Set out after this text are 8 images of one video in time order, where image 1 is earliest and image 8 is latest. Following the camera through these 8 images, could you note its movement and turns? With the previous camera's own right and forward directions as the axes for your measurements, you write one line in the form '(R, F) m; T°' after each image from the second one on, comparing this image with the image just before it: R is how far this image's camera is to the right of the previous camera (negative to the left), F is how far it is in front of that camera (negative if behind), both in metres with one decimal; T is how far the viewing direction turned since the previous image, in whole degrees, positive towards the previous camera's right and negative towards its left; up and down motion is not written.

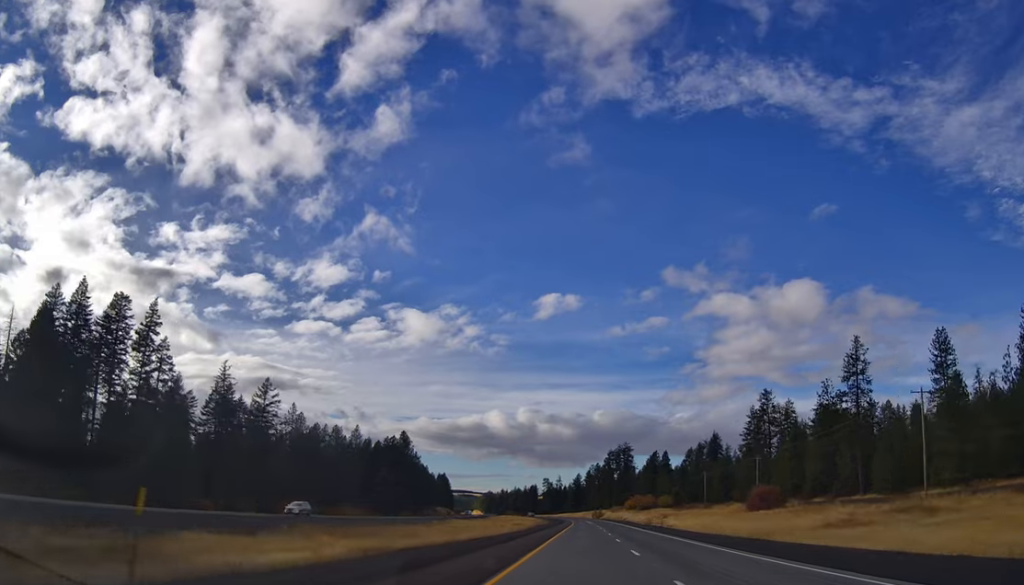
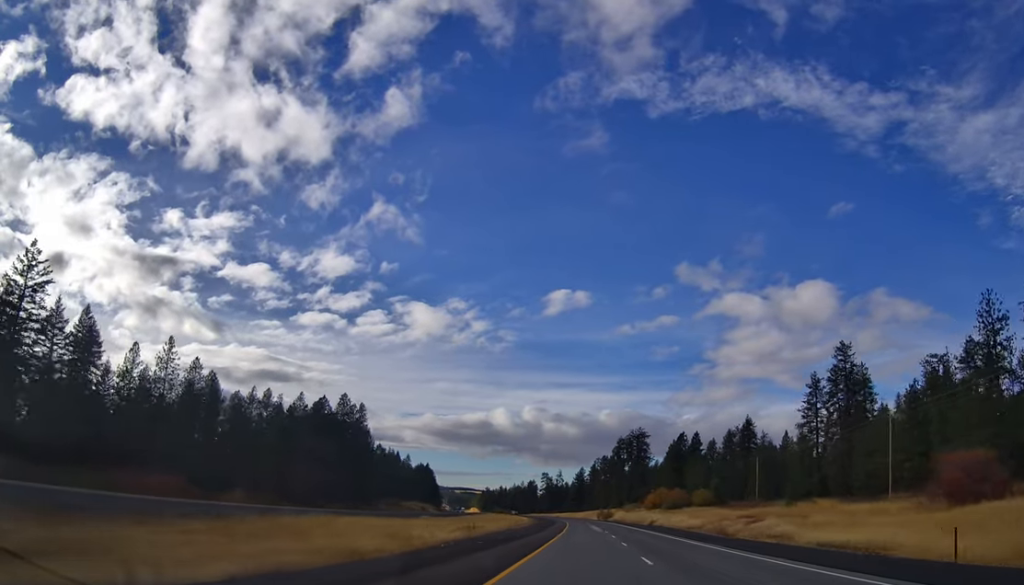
(+0.3, +64.6) m; 0°
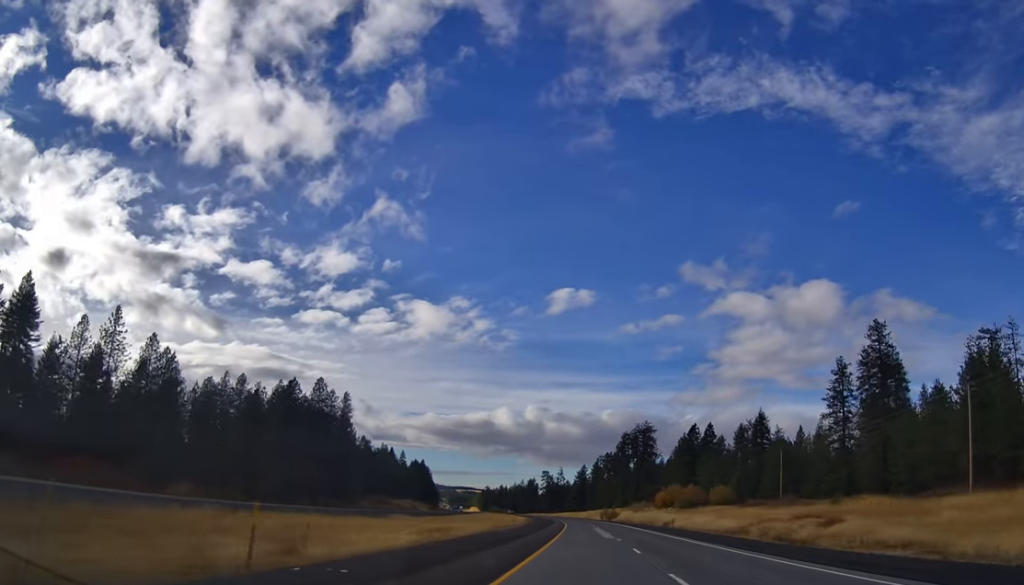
(-0.2, +18.5) m; 0°
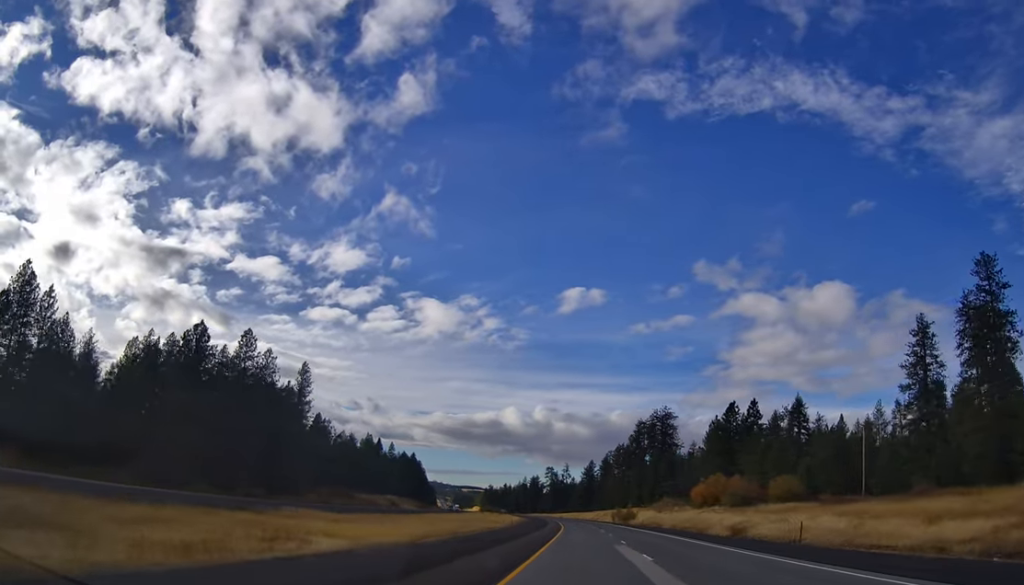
(-0.1, +40.8) m; 0°
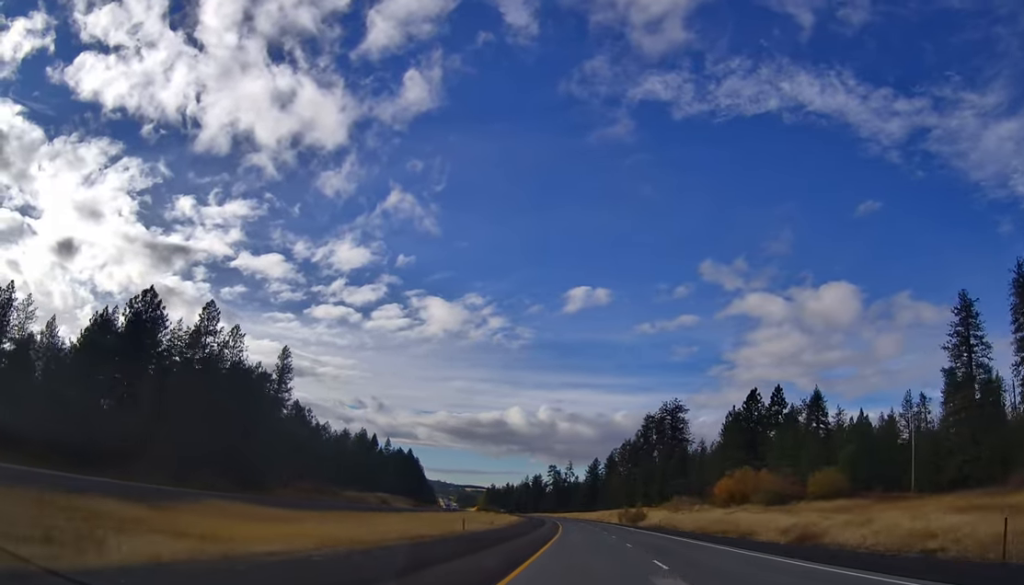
(0.0, +15.5) m; 0°
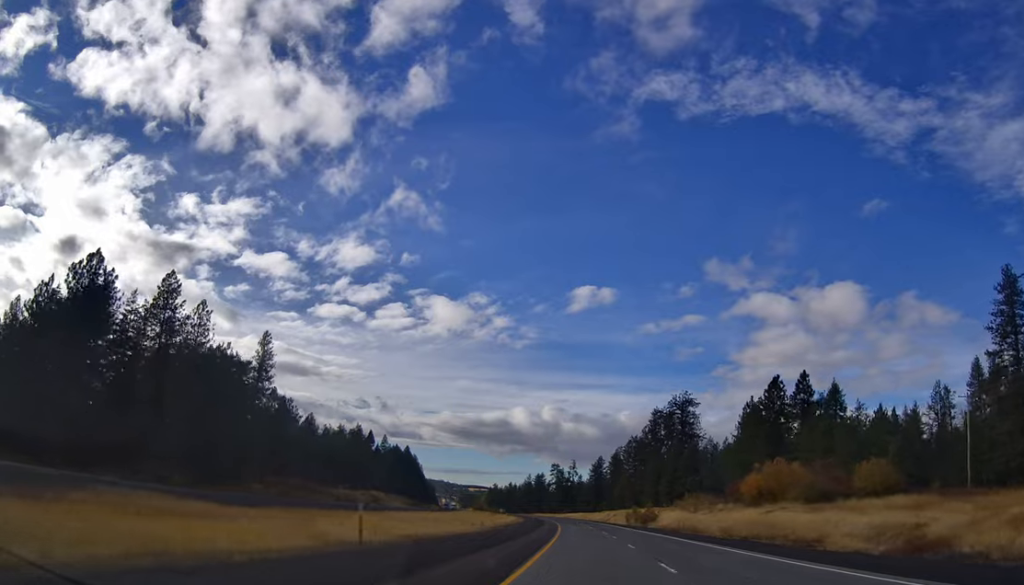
(-0.2, +13.4) m; 0°
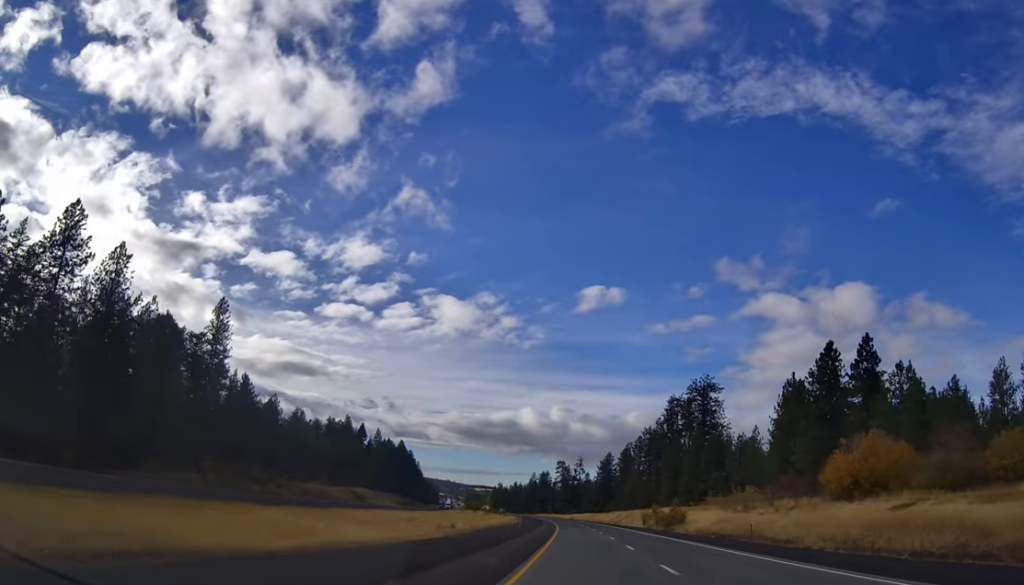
(-0.1, +24.7) m; 0°
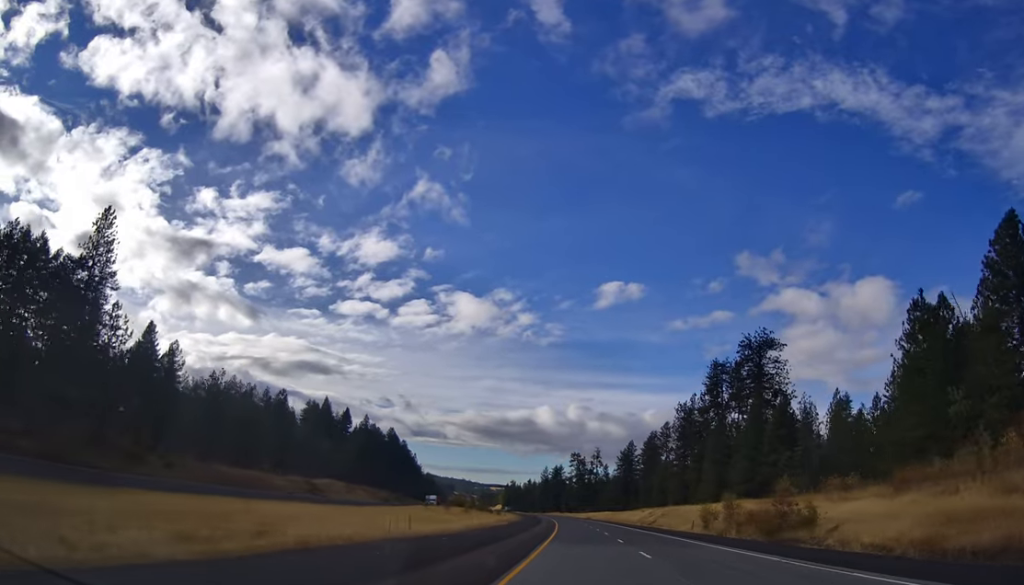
(-0.2, +44.0) m; -1°
